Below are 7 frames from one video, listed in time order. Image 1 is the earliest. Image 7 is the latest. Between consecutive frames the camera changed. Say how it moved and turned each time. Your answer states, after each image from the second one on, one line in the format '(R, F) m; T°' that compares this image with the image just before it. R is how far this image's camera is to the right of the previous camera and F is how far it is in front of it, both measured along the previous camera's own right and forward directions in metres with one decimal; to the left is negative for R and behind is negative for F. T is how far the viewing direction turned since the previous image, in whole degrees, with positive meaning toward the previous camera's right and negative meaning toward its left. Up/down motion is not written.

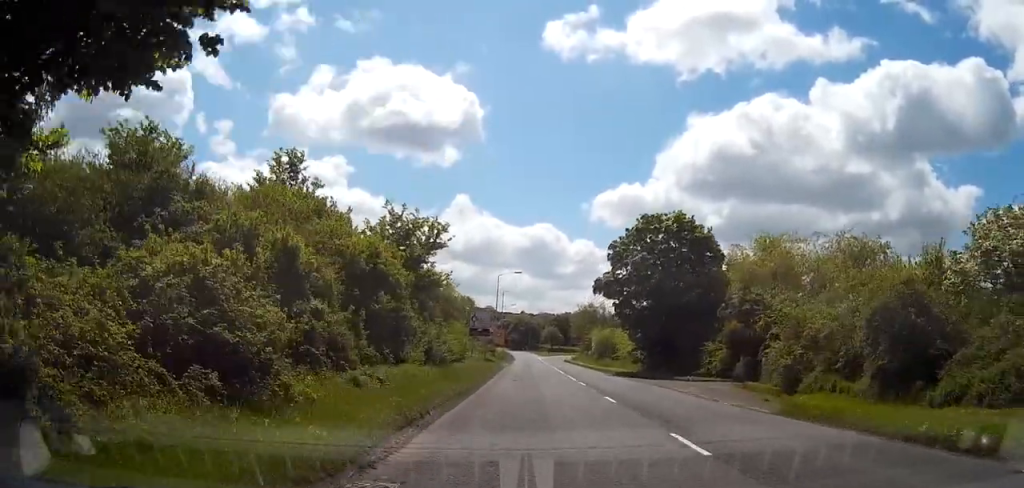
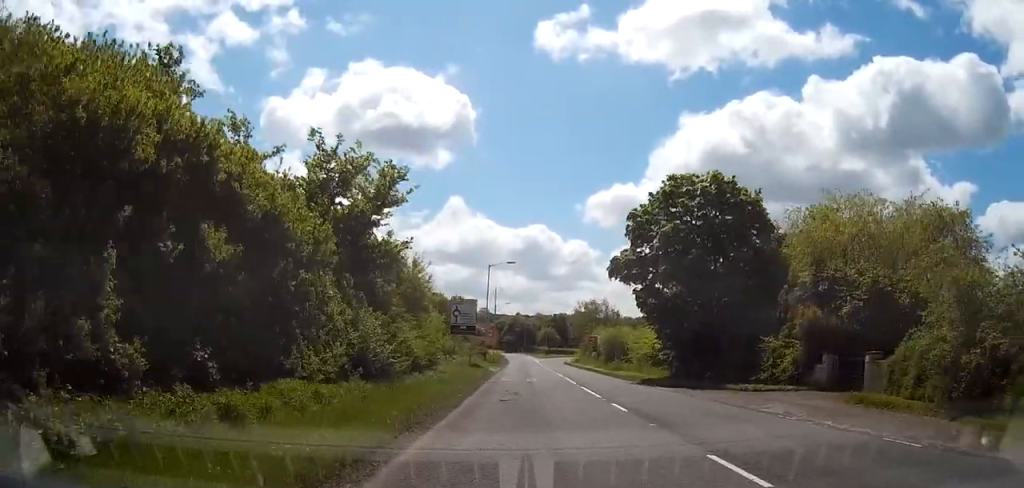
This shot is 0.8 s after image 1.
(-0.1, +11.2) m; 0°
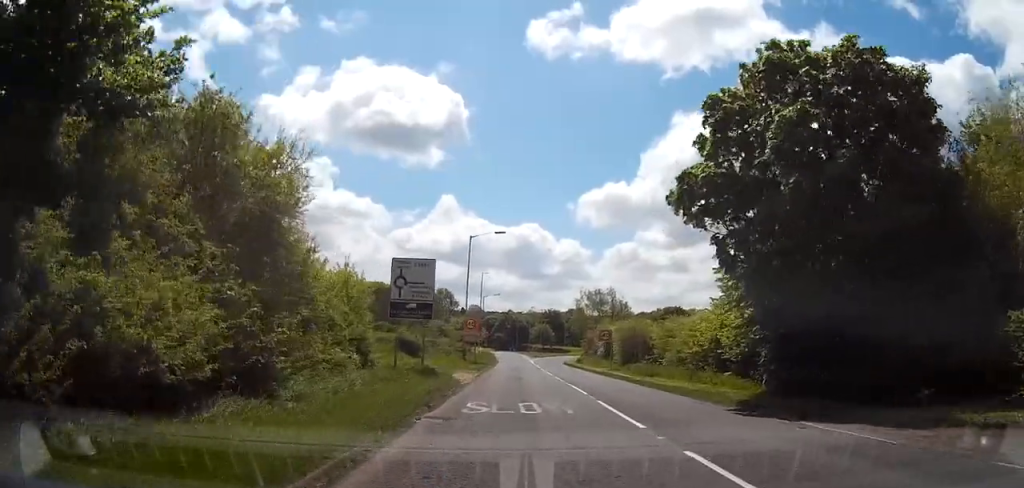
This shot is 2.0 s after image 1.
(+0.2, +17.6) m; 0°
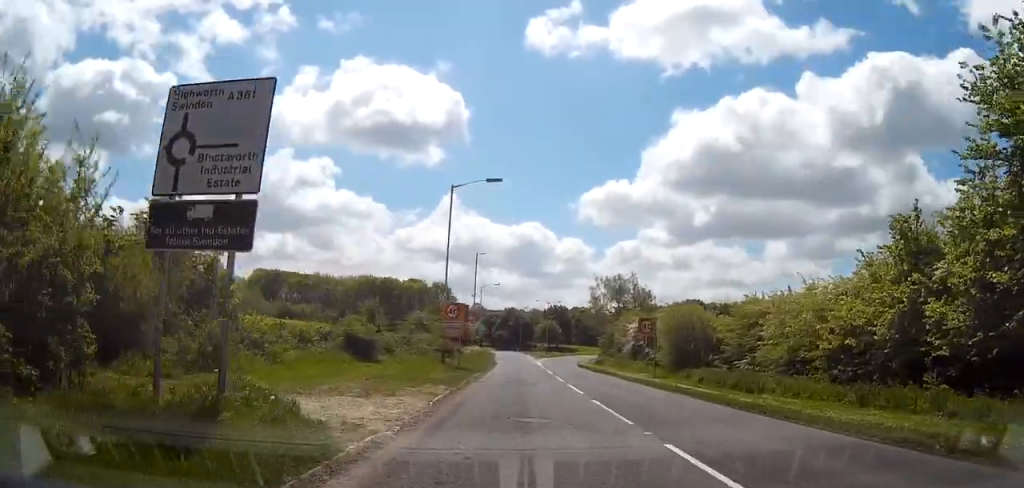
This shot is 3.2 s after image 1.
(-0.2, +17.2) m; -1°
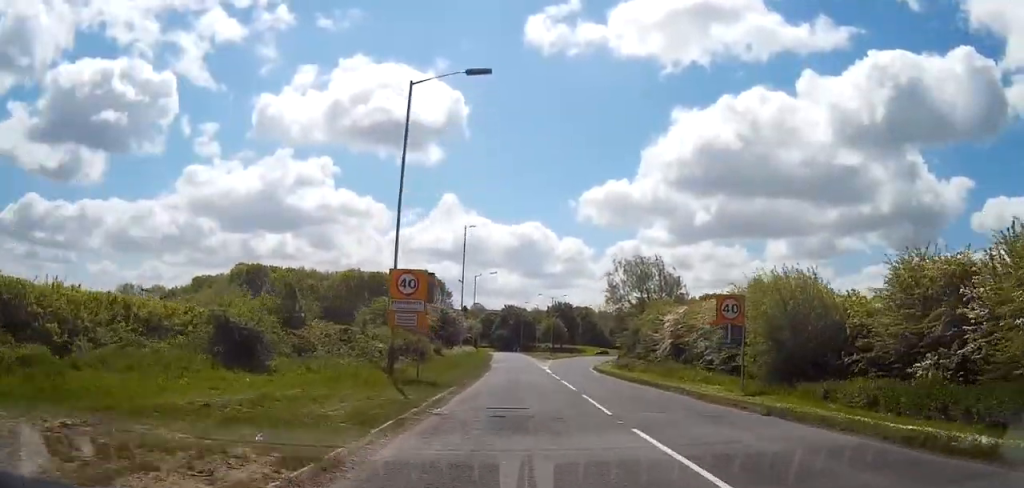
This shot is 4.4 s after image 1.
(0.0, +15.9) m; 0°
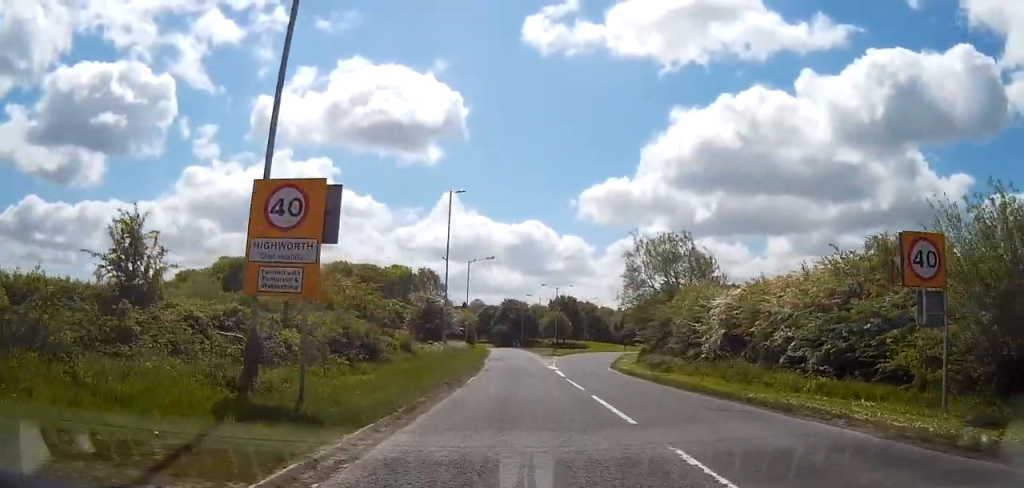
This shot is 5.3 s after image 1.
(+0.1, +12.2) m; 0°
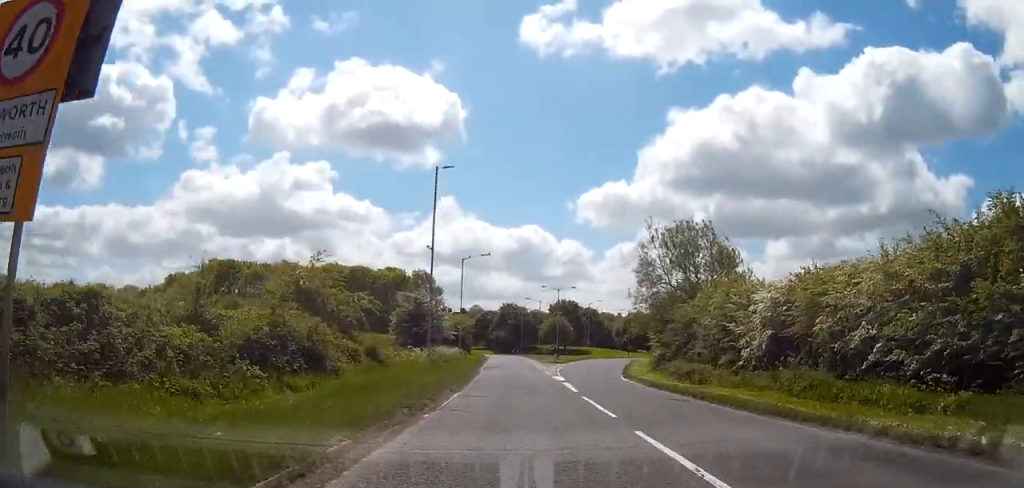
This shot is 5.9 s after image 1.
(0.0, +6.8) m; 0°
